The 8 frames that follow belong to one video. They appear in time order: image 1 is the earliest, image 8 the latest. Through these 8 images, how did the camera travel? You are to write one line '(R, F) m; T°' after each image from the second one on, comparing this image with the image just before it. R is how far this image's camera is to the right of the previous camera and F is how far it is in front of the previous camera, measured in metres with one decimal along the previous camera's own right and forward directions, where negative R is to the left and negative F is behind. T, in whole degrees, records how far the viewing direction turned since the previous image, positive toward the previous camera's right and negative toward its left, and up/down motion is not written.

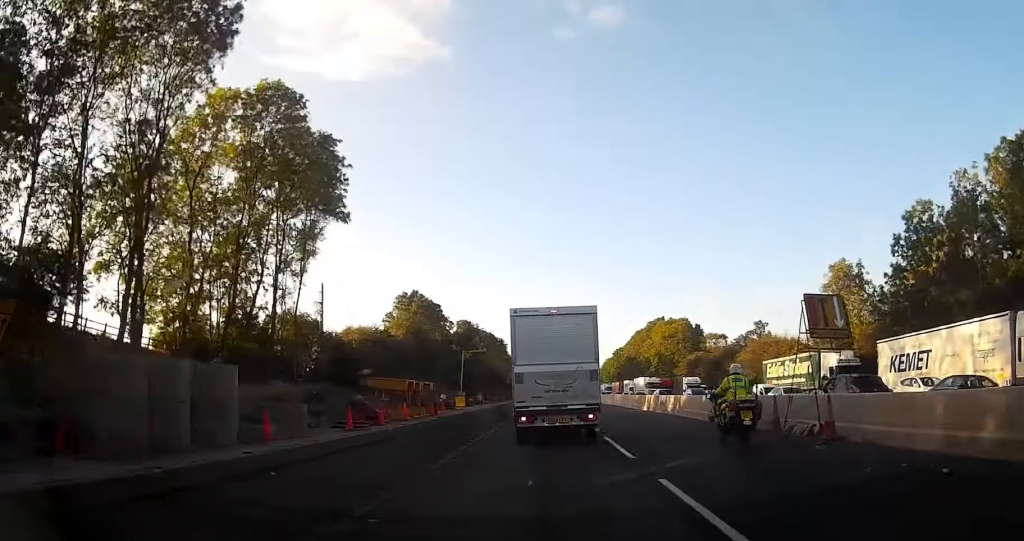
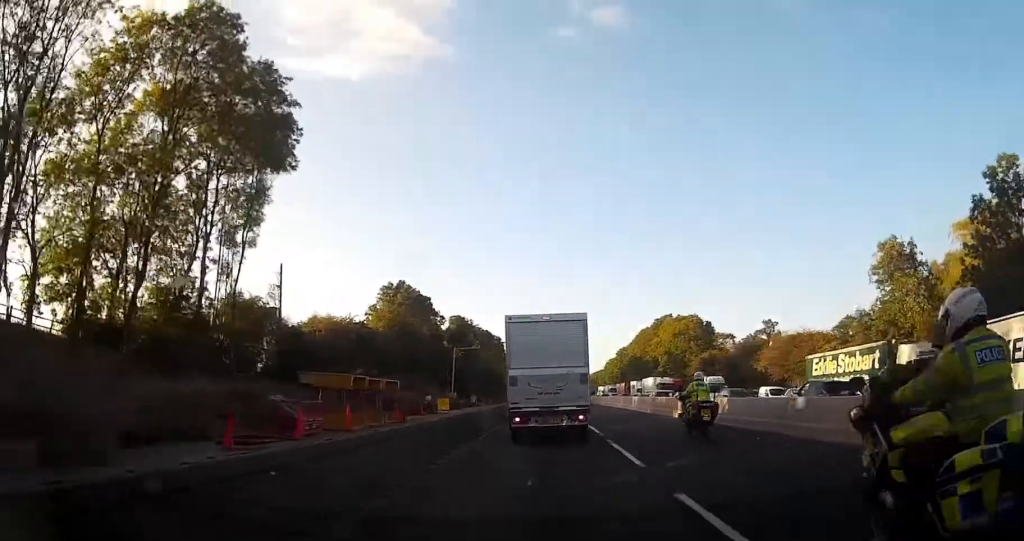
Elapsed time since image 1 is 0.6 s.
(-0.1, +10.1) m; 0°
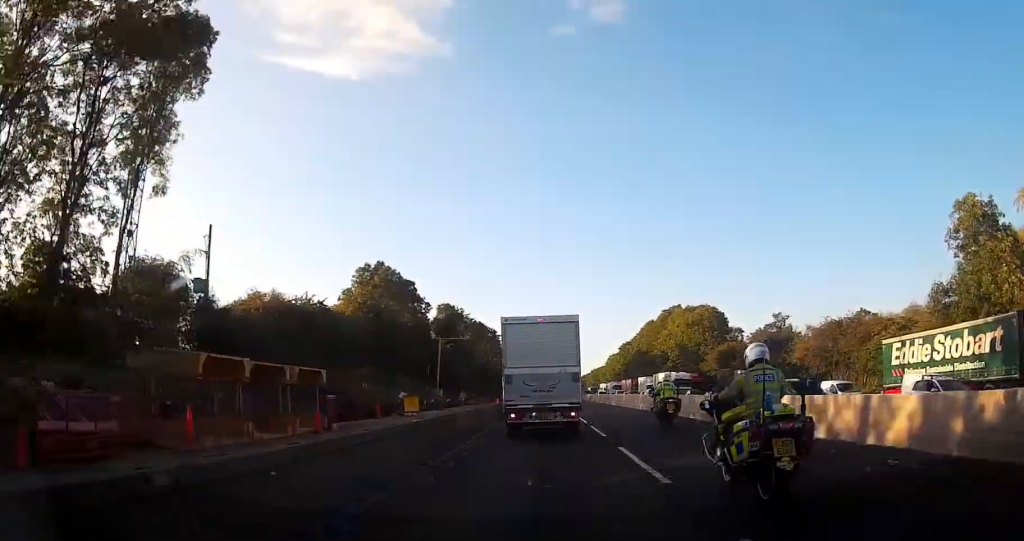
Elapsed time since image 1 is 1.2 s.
(-0.1, +11.8) m; 0°
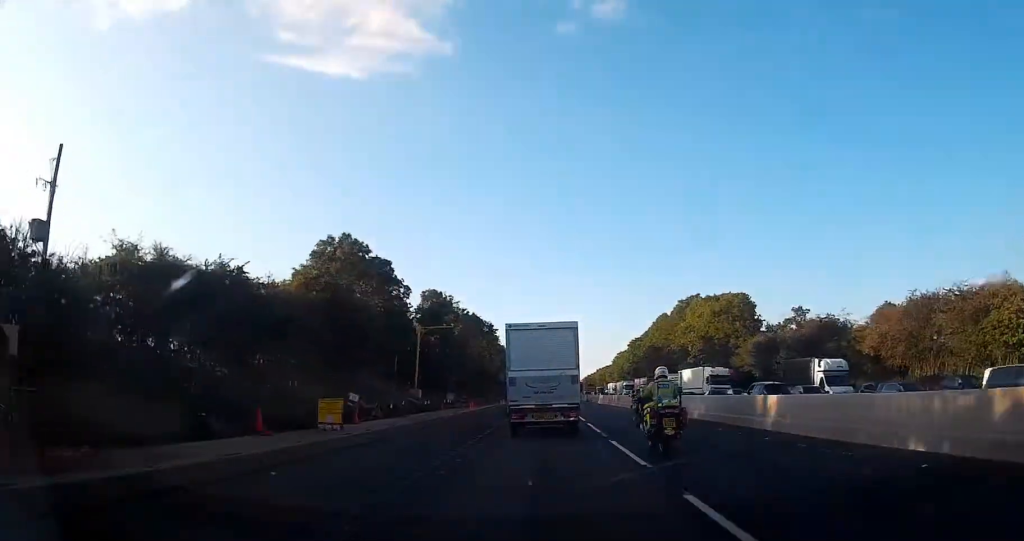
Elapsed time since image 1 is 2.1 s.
(+0.1, +15.6) m; 0°
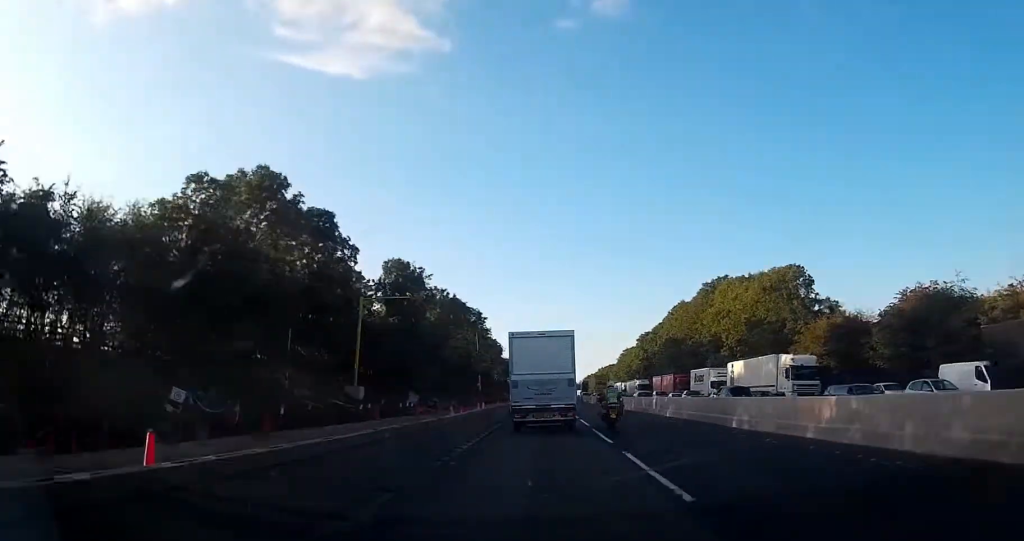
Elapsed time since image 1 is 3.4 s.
(-0.1, +21.4) m; 0°
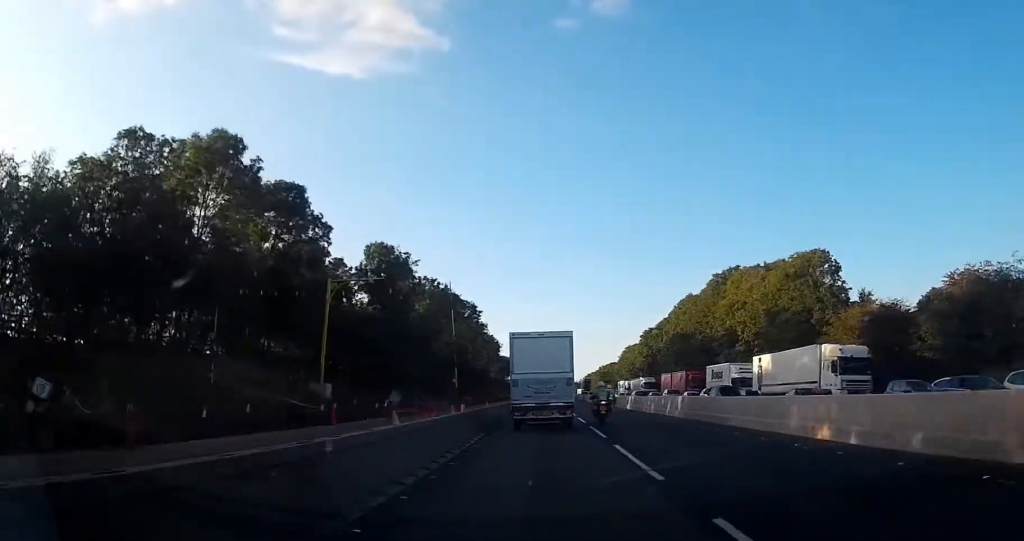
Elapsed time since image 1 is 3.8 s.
(+0.1, +7.3) m; 0°
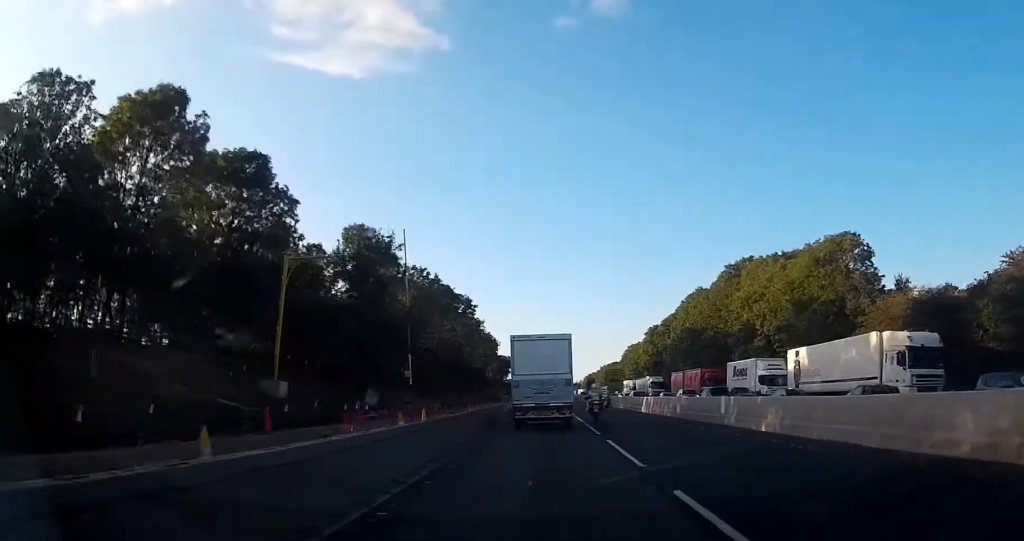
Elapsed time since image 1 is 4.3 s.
(0.0, +7.2) m; 0°
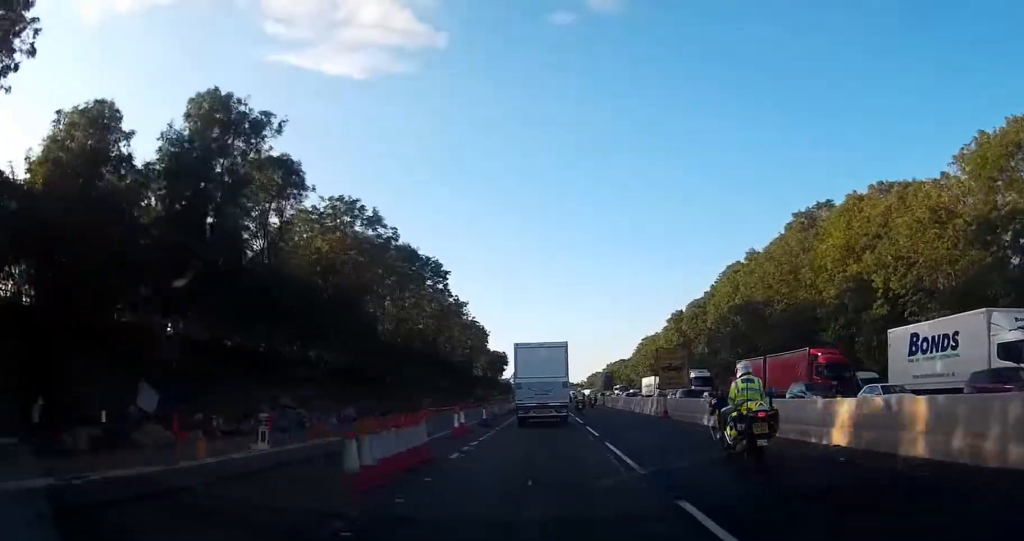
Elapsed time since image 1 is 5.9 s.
(-0.1, +27.5) m; 0°
